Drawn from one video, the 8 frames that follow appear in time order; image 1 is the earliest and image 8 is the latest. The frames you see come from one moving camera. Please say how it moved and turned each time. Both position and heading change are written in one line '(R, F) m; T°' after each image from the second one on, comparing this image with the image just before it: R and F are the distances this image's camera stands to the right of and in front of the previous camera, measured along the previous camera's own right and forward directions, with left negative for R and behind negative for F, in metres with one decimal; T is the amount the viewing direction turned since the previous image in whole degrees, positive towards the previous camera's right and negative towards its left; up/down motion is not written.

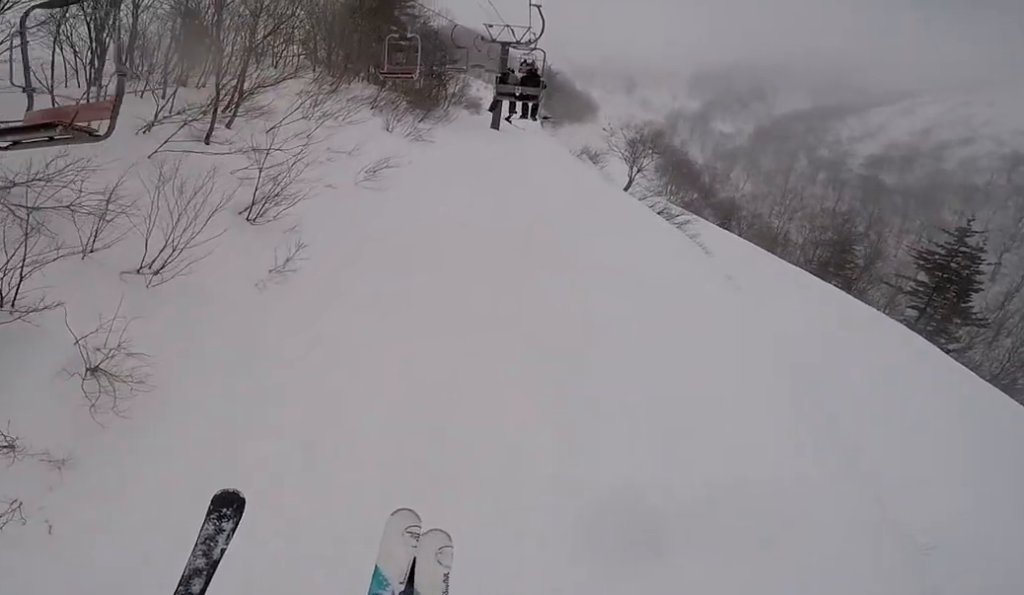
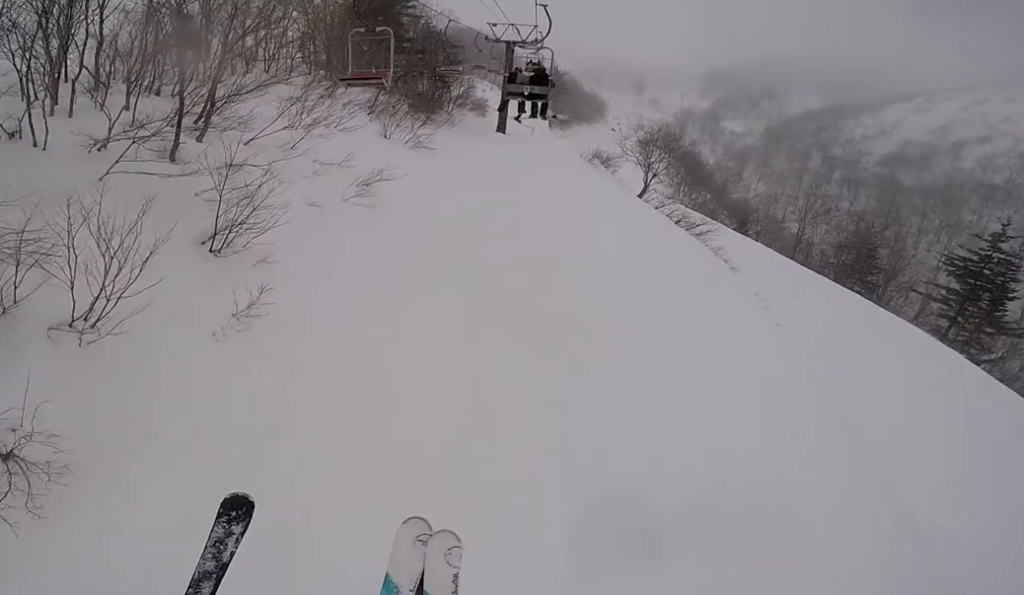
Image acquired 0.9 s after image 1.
(-0.1, +1.9) m; -3°
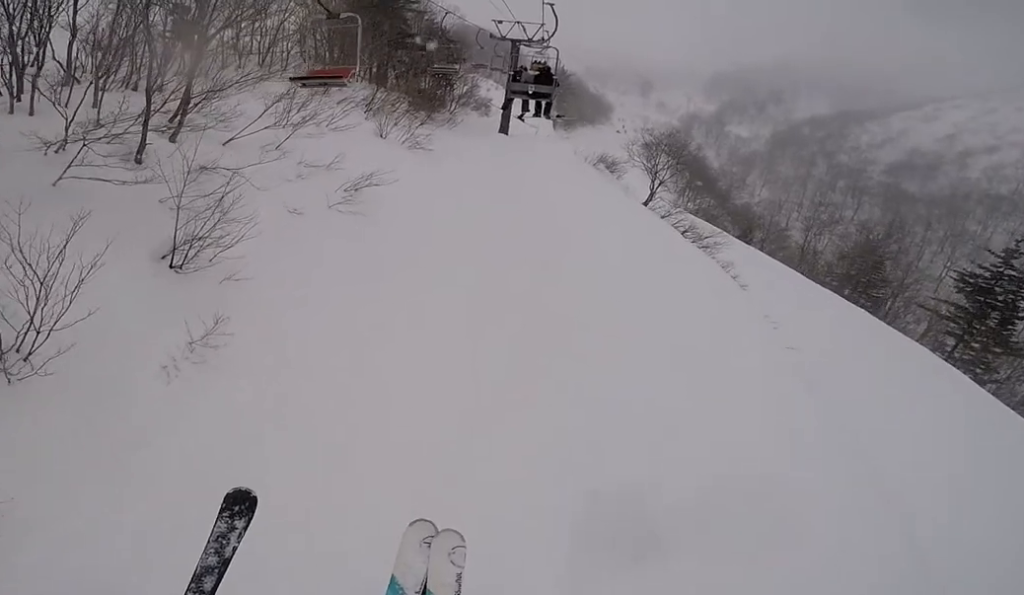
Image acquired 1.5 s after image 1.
(0.0, +1.2) m; 0°
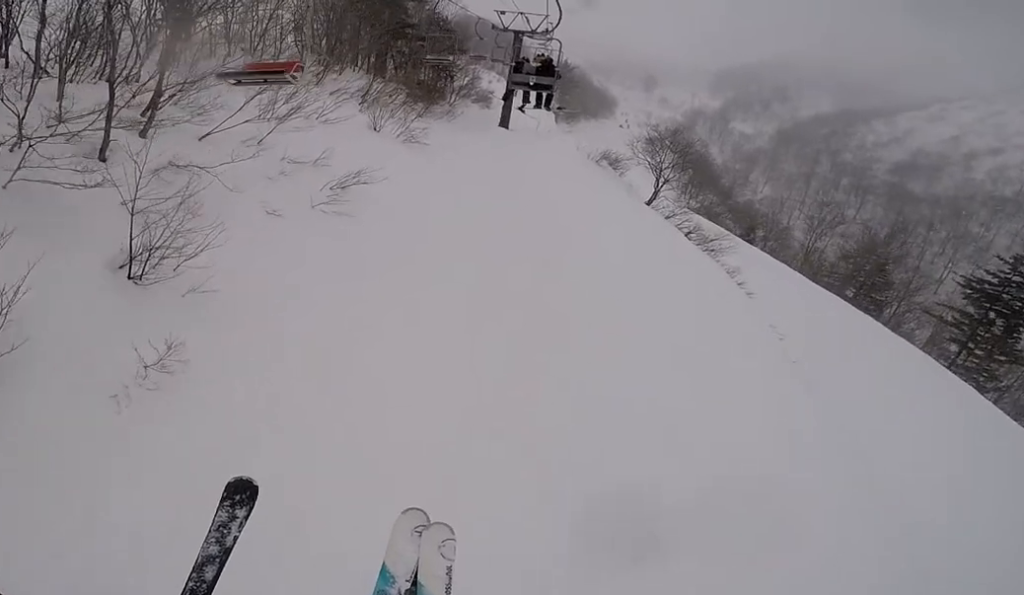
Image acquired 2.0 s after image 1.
(0.0, +1.0) m; 0°
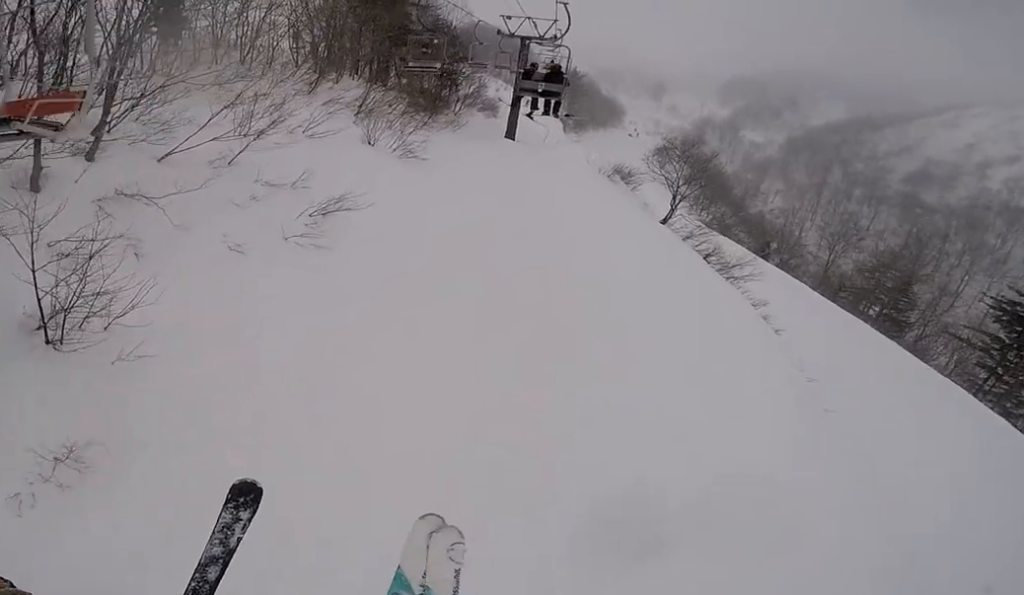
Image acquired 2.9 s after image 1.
(0.0, +1.9) m; 0°
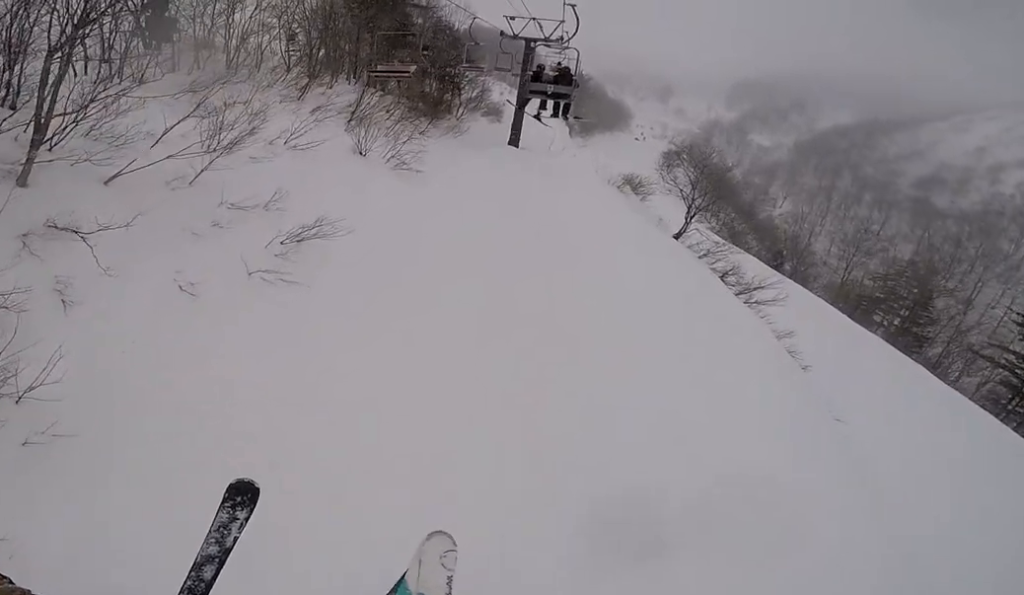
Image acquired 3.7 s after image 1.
(0.0, +1.7) m; 0°
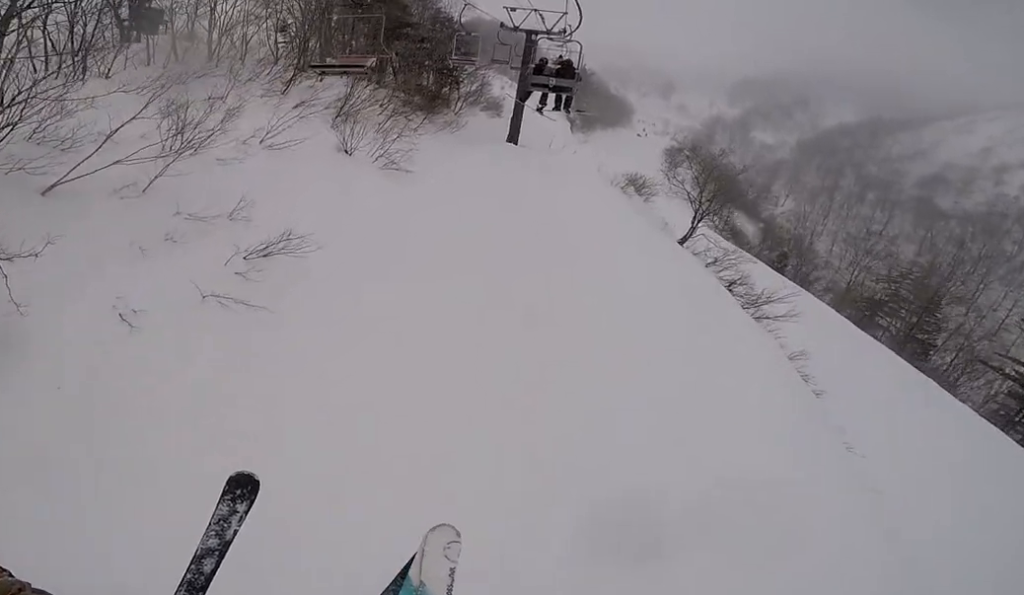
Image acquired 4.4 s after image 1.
(0.0, +1.3) m; 0°
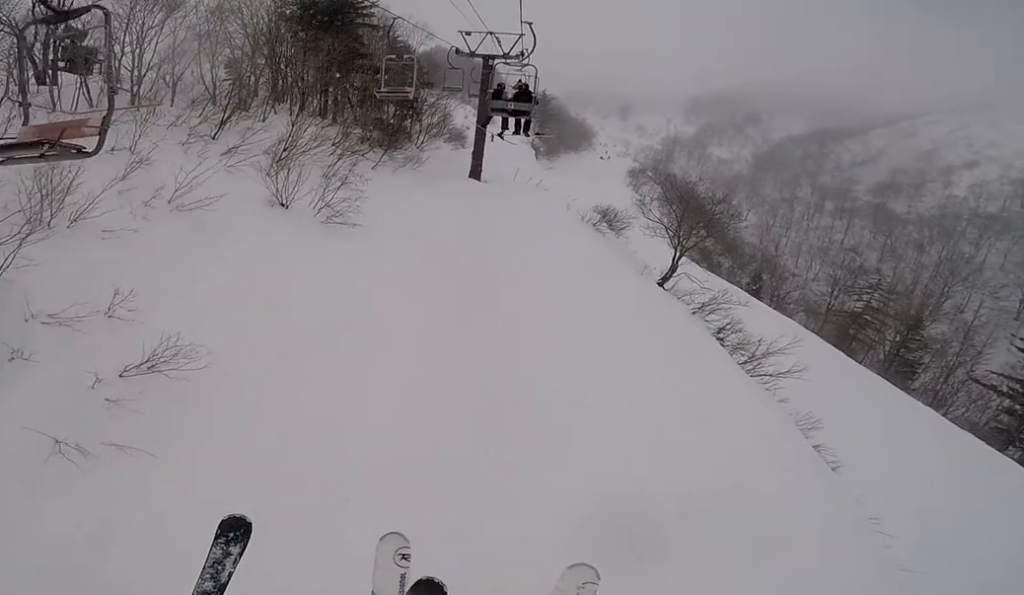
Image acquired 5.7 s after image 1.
(0.0, +2.6) m; 0°
